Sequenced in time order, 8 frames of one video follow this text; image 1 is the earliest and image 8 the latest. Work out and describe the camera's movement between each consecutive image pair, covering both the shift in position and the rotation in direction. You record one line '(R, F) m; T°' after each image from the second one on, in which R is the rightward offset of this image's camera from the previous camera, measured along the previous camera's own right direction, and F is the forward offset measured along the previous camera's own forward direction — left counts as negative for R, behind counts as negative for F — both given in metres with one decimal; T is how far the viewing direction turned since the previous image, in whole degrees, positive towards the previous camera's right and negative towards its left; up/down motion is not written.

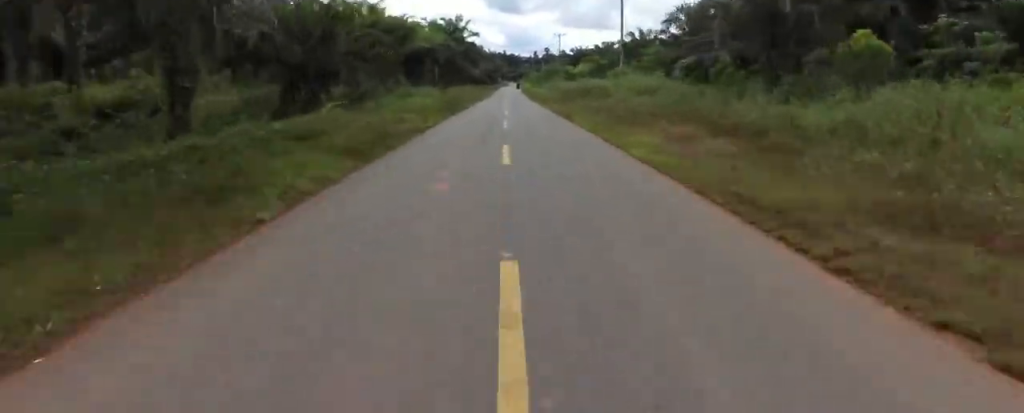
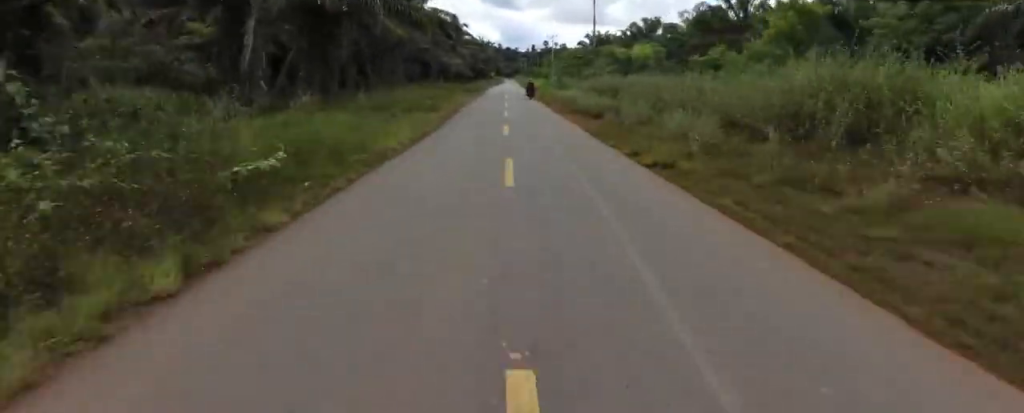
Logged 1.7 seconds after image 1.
(+1.1, +41.9) m; +3°
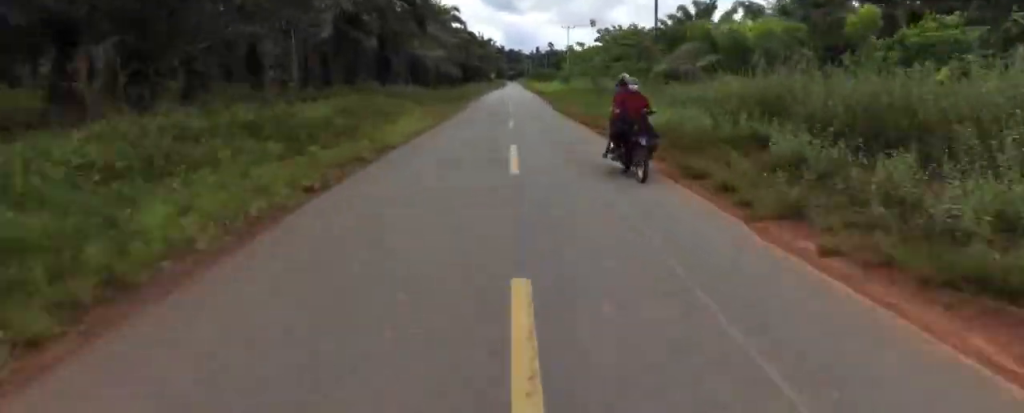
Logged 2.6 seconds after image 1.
(+0.1, +23.2) m; 0°
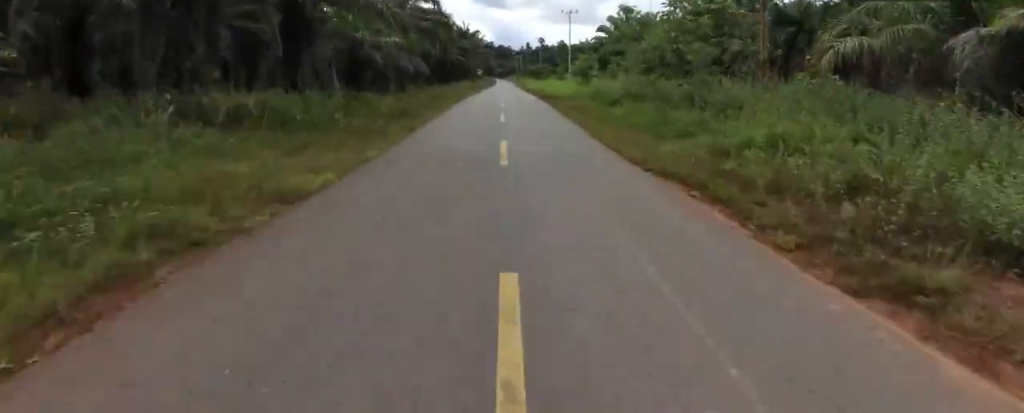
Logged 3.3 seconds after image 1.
(-0.6, +15.8) m; 0°
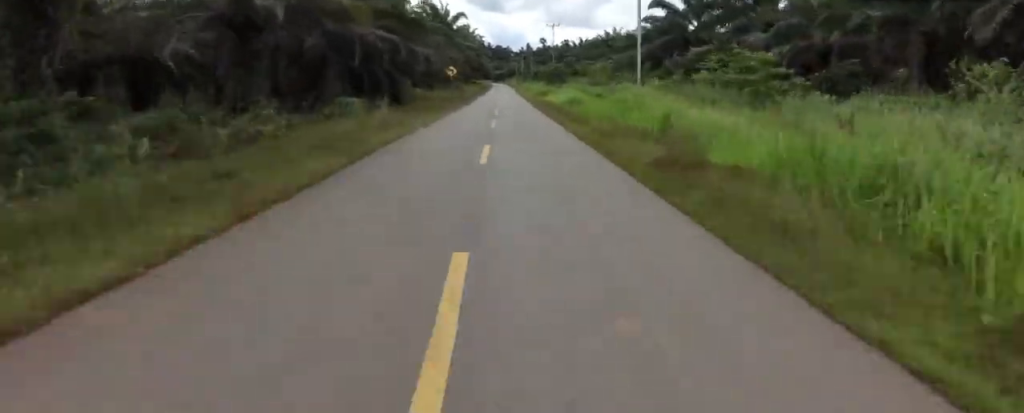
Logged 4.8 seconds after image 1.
(+1.0, +39.0) m; 0°
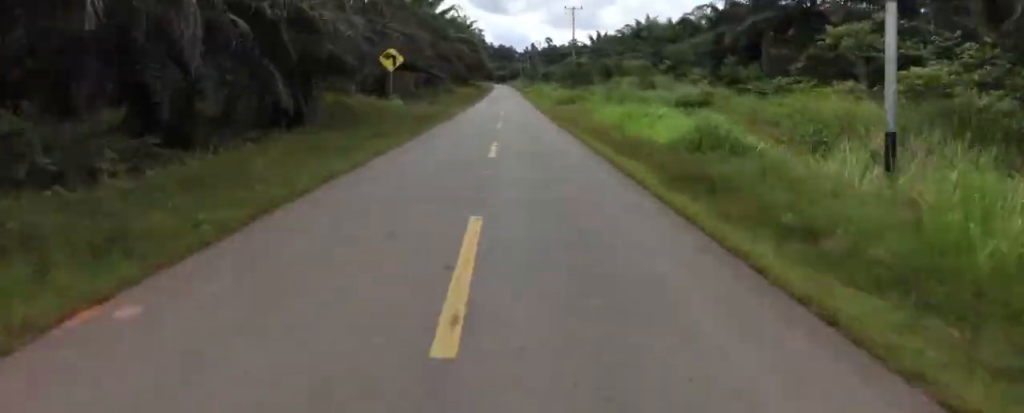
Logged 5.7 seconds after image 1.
(-0.2, +22.2) m; 0°
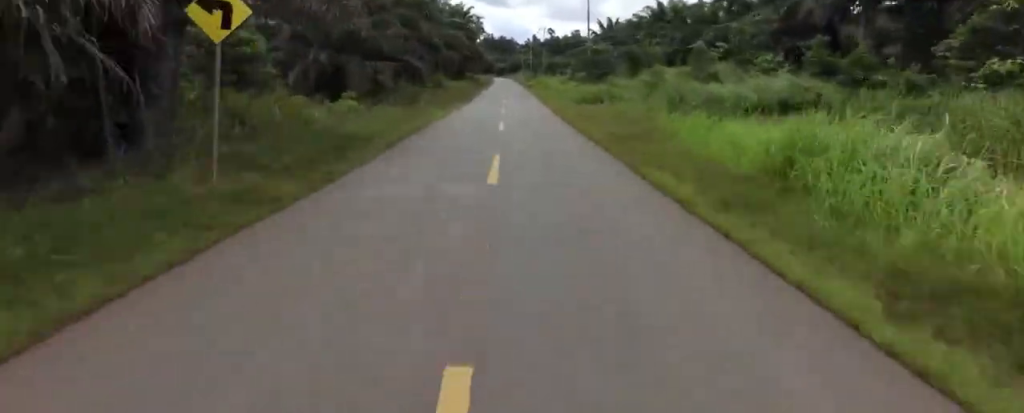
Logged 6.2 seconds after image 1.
(-0.1, +12.0) m; +1°
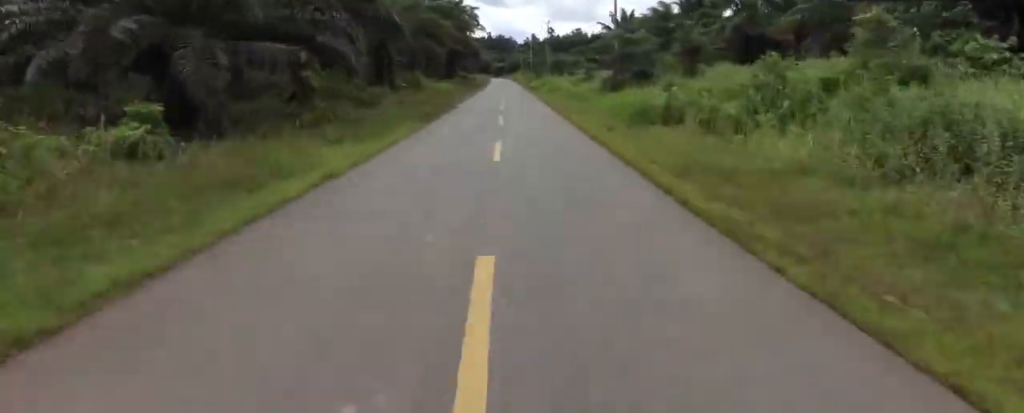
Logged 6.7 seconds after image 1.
(+0.2, +13.7) m; 0°
